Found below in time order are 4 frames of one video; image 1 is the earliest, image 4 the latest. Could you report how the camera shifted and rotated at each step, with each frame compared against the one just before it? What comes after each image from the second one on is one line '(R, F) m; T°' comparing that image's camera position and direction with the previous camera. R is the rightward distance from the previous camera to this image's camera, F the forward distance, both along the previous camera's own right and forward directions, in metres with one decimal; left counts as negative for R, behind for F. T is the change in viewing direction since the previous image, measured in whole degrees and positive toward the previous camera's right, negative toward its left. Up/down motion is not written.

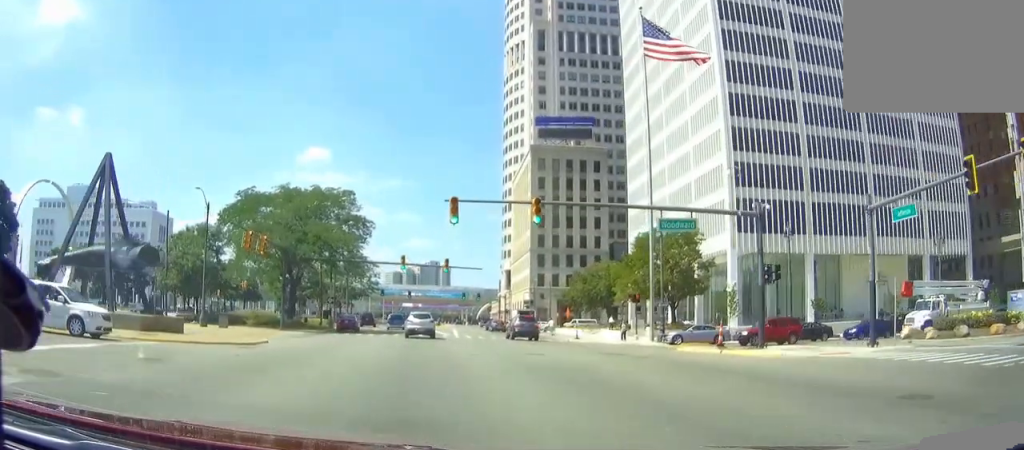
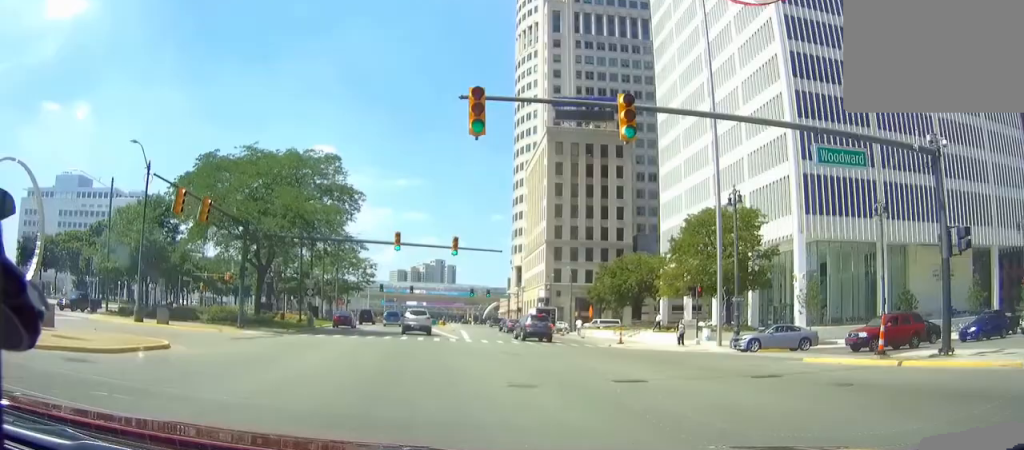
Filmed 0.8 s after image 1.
(0.0, +12.8) m; 0°
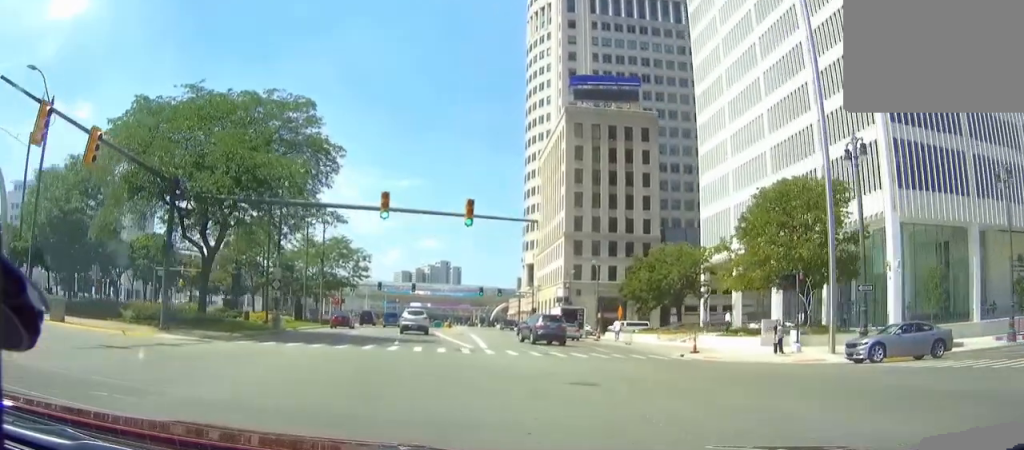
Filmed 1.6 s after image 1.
(0.0, +13.1) m; 0°
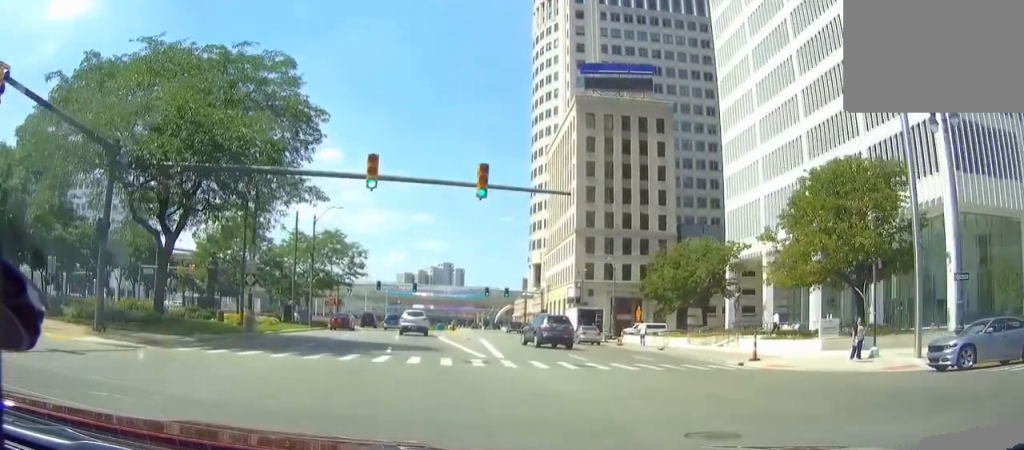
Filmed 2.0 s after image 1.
(0.0, +6.4) m; 0°
